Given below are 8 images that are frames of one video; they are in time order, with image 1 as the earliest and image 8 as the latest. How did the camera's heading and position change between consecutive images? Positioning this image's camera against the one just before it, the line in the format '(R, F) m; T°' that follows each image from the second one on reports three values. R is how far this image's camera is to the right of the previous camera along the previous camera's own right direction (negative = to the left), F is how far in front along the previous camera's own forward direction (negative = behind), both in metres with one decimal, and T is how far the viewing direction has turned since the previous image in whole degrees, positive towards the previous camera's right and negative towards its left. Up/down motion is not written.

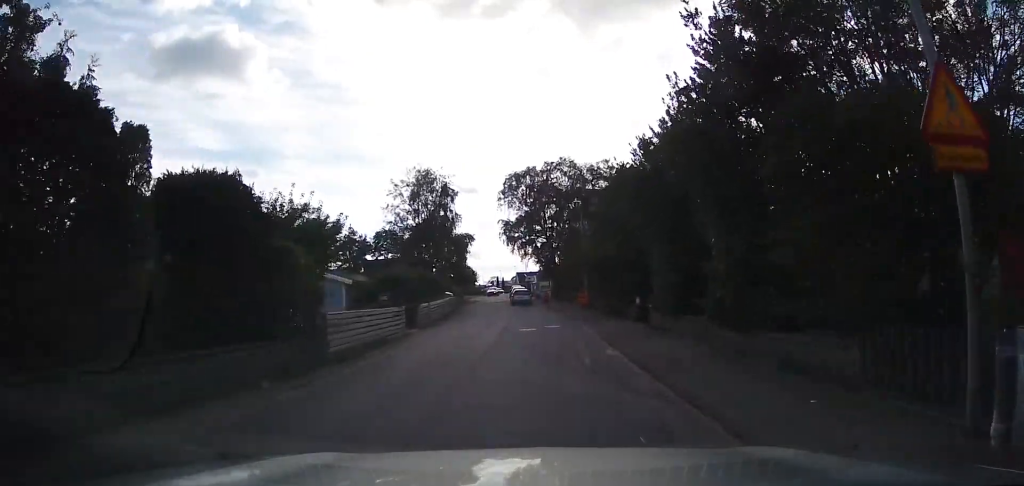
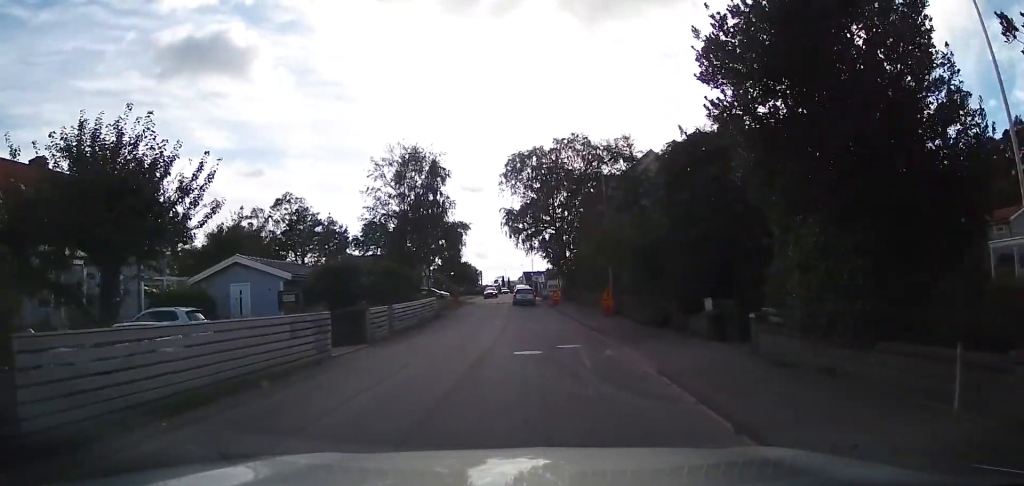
(-0.2, +8.9) m; -2°
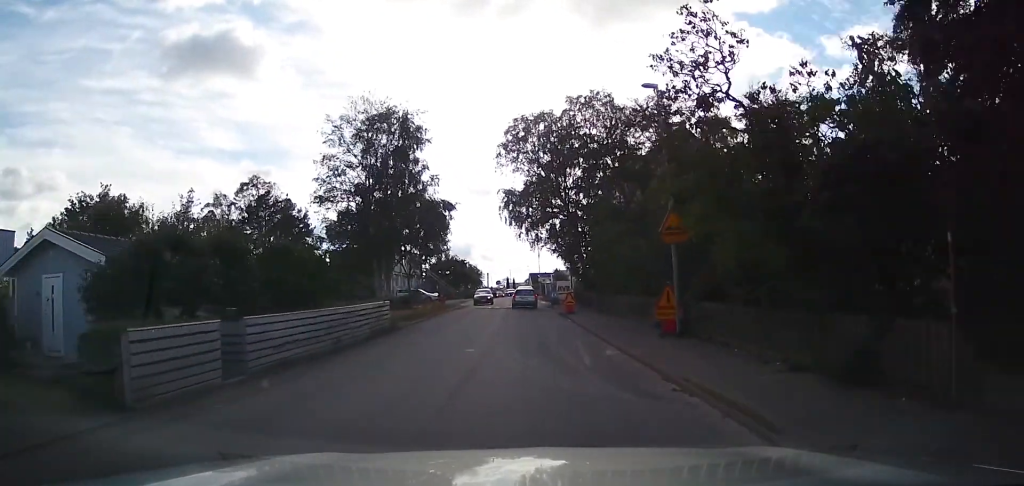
(-0.1, +11.8) m; -1°
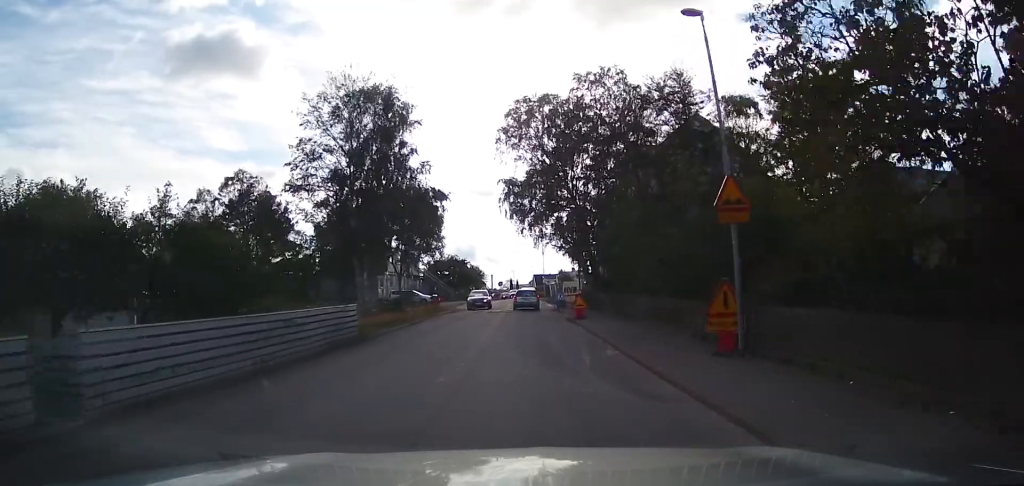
(-0.1, +4.6) m; -1°
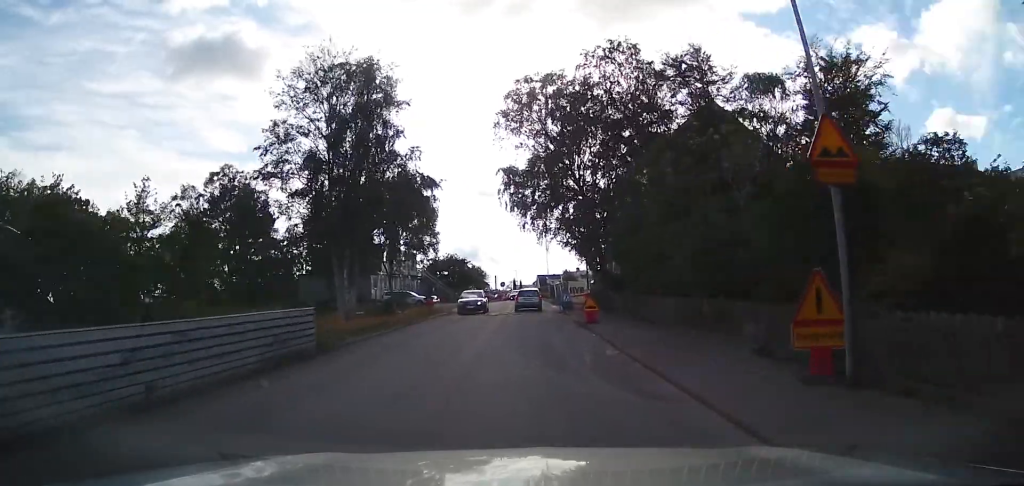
(0.0, +3.9) m; 0°
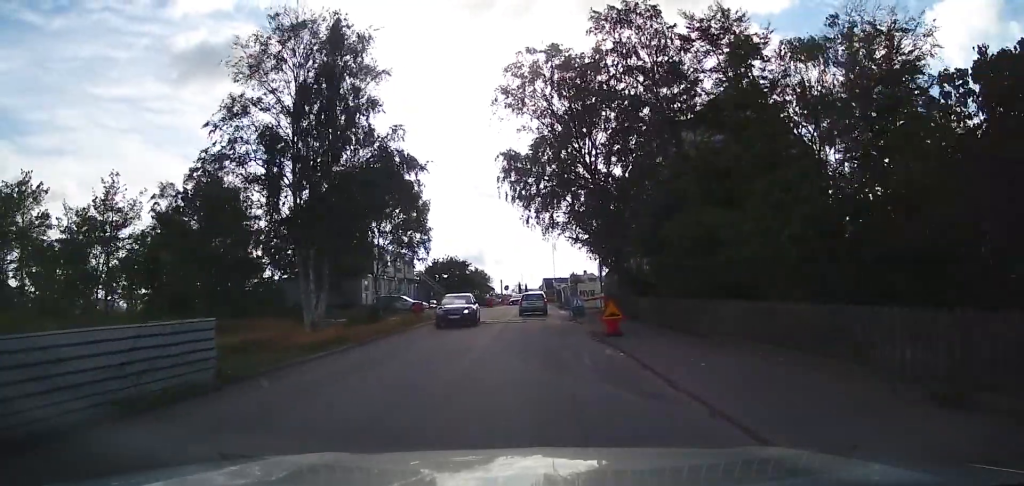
(0.0, +4.9) m; 0°
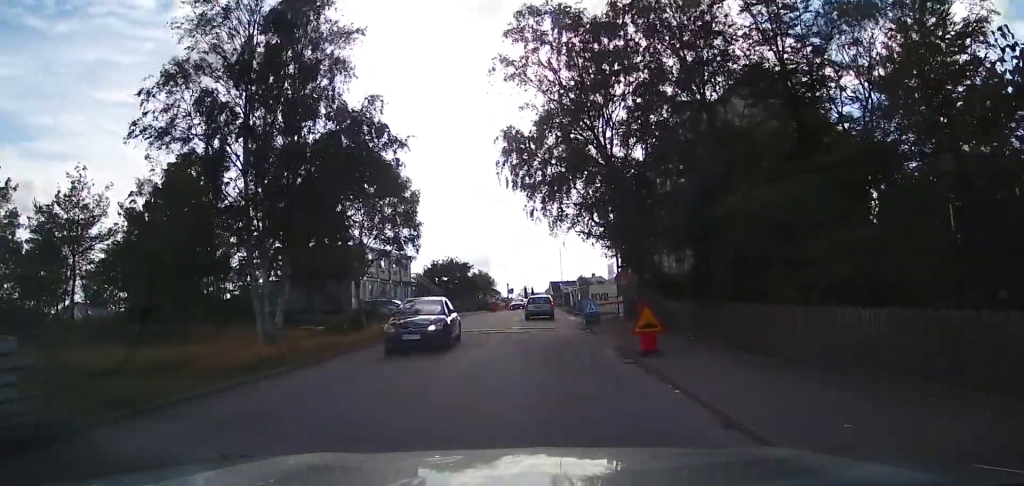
(0.0, +4.6) m; 0°
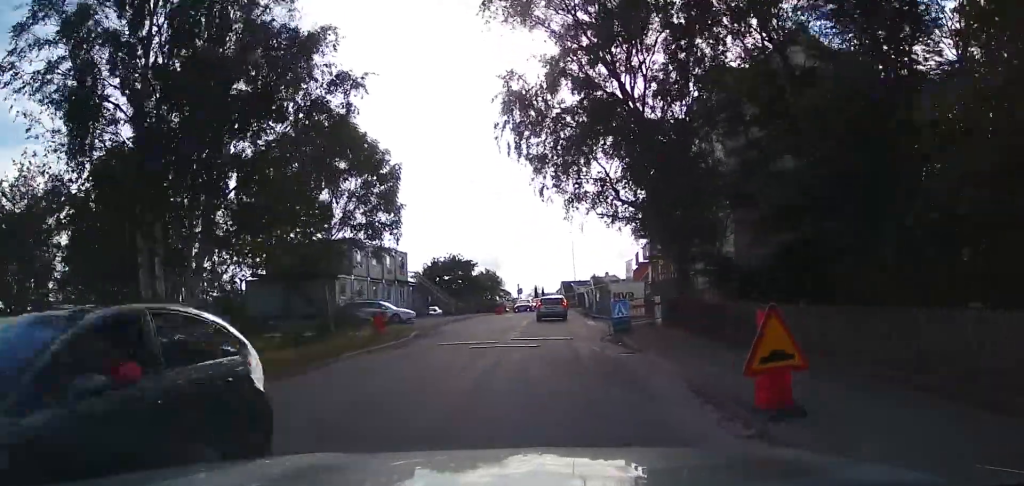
(0.0, +6.1) m; 0°
